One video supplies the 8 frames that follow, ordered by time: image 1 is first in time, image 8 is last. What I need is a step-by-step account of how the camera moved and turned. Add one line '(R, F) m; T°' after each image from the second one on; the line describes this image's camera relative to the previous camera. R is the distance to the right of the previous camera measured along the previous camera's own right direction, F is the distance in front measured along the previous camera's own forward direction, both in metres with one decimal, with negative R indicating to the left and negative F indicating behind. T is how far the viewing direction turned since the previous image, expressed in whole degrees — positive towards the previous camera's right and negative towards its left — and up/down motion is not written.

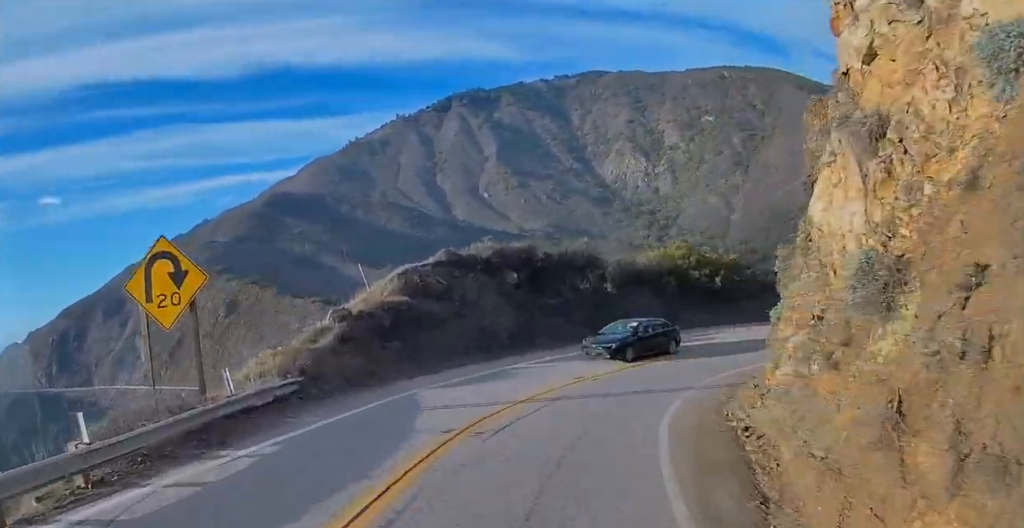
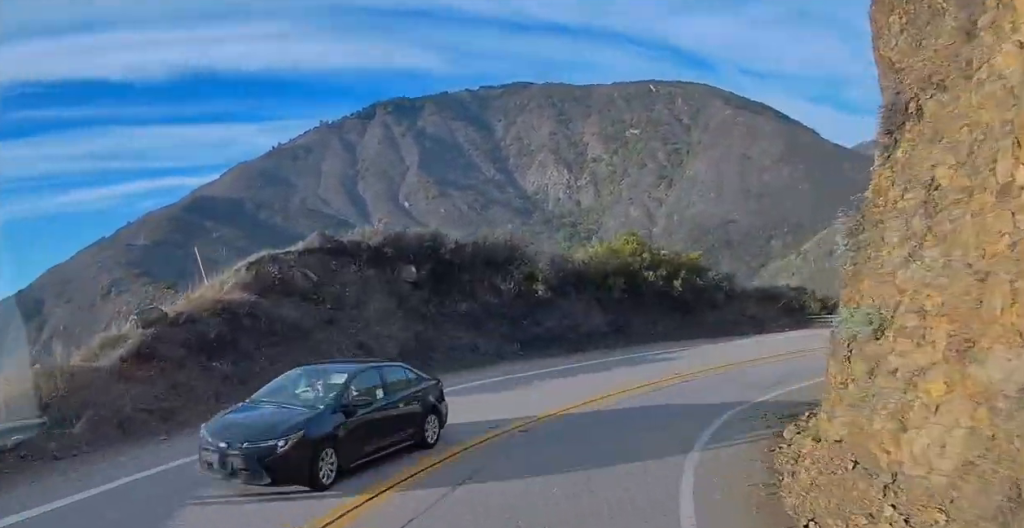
(+0.4, +8.1) m; +10°
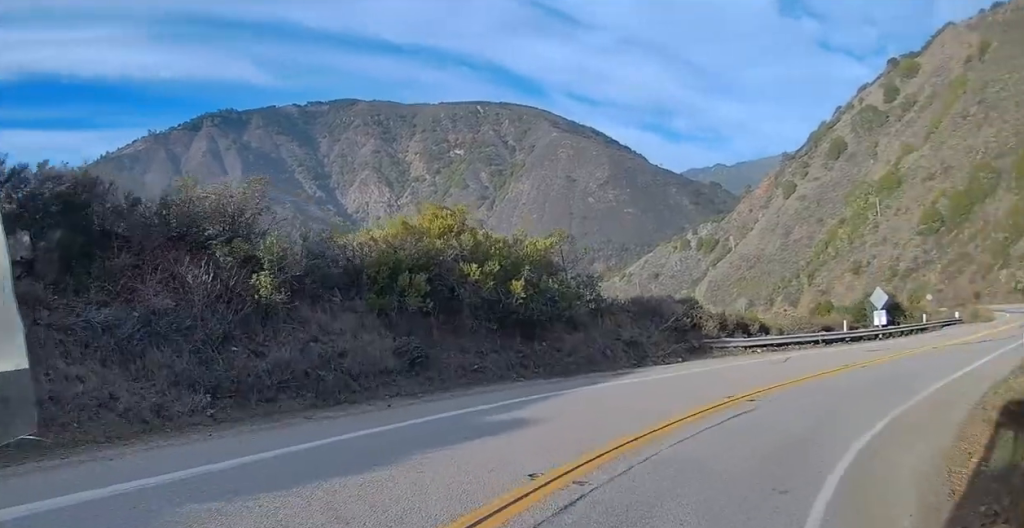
(+2.1, +13.2) m; +12°
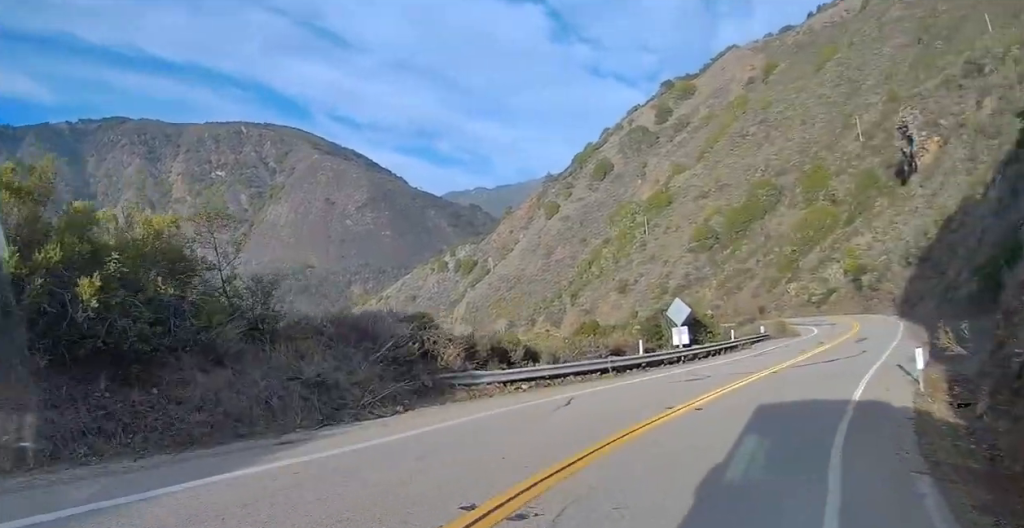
(+0.1, +9.9) m; +10°
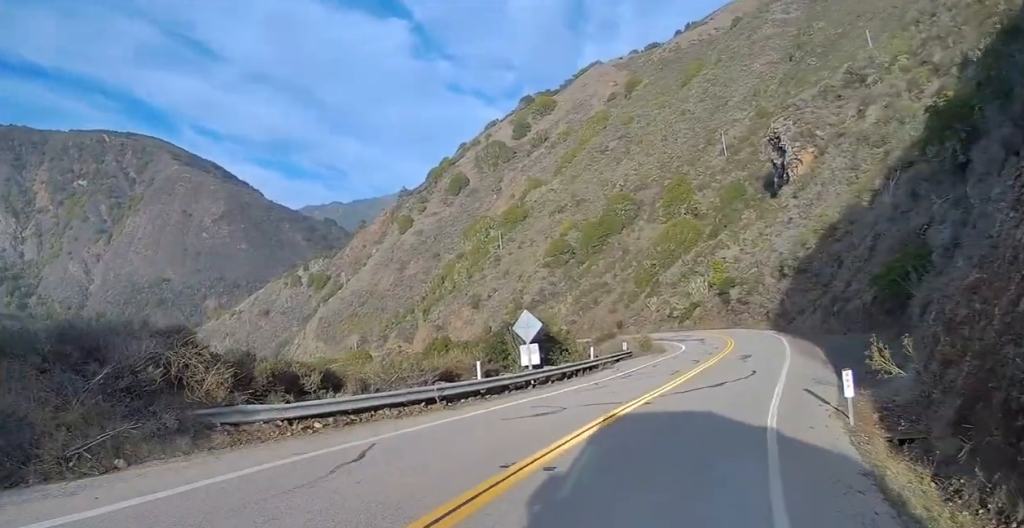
(+0.7, +4.5) m; +2°
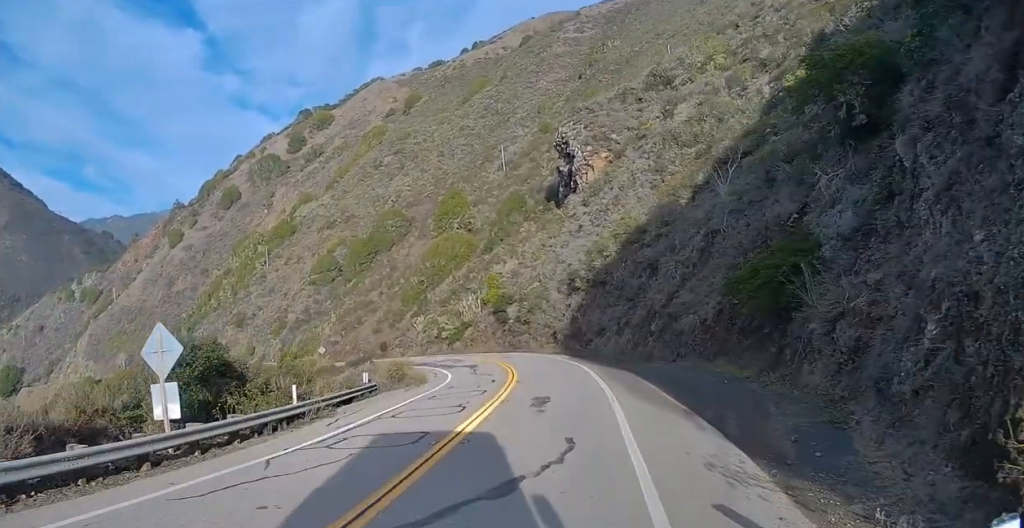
(0.0, +7.8) m; +14°
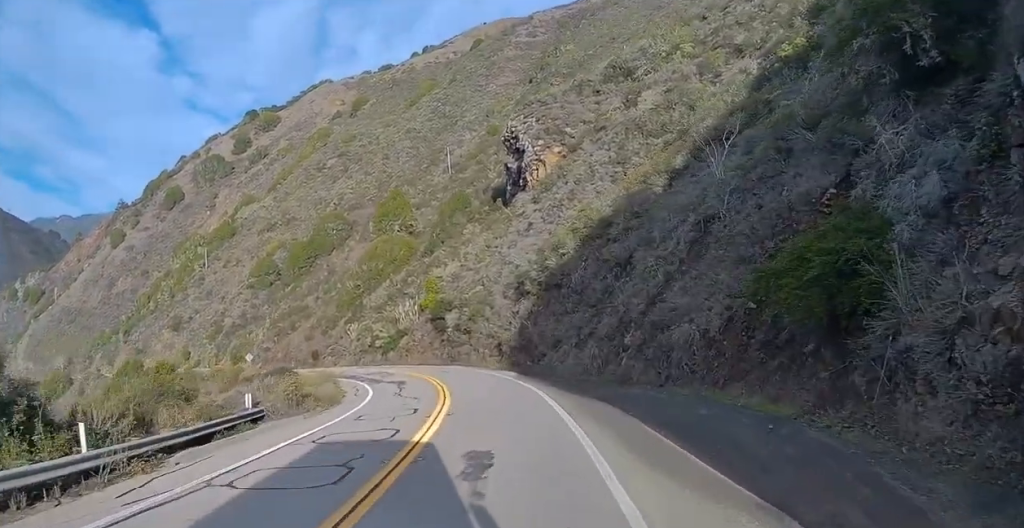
(+0.9, +5.9) m; +15°
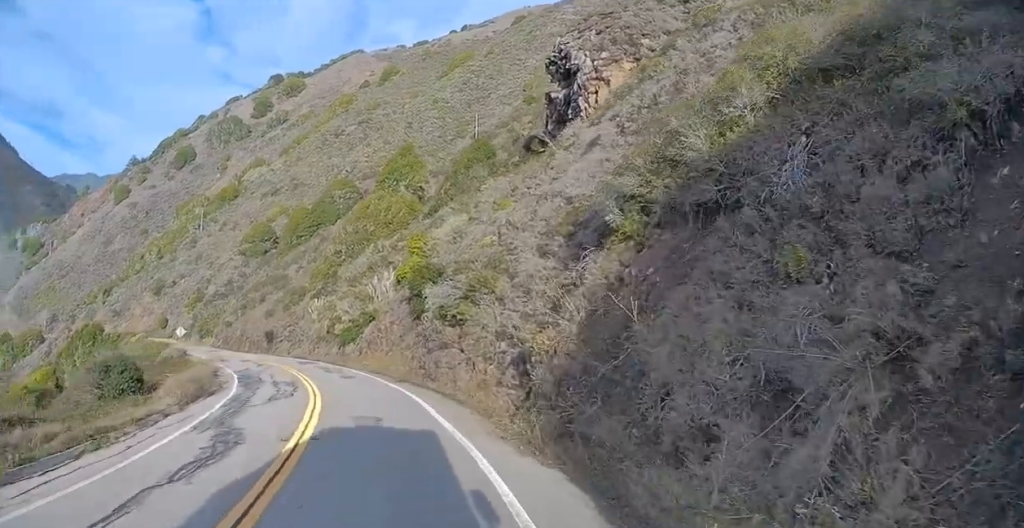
(+5.5, +30.4) m; +9°
